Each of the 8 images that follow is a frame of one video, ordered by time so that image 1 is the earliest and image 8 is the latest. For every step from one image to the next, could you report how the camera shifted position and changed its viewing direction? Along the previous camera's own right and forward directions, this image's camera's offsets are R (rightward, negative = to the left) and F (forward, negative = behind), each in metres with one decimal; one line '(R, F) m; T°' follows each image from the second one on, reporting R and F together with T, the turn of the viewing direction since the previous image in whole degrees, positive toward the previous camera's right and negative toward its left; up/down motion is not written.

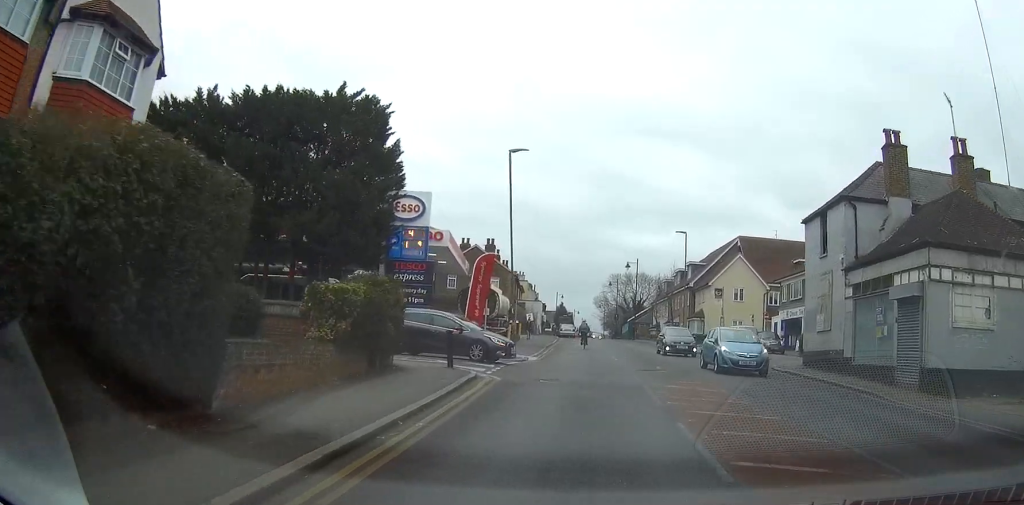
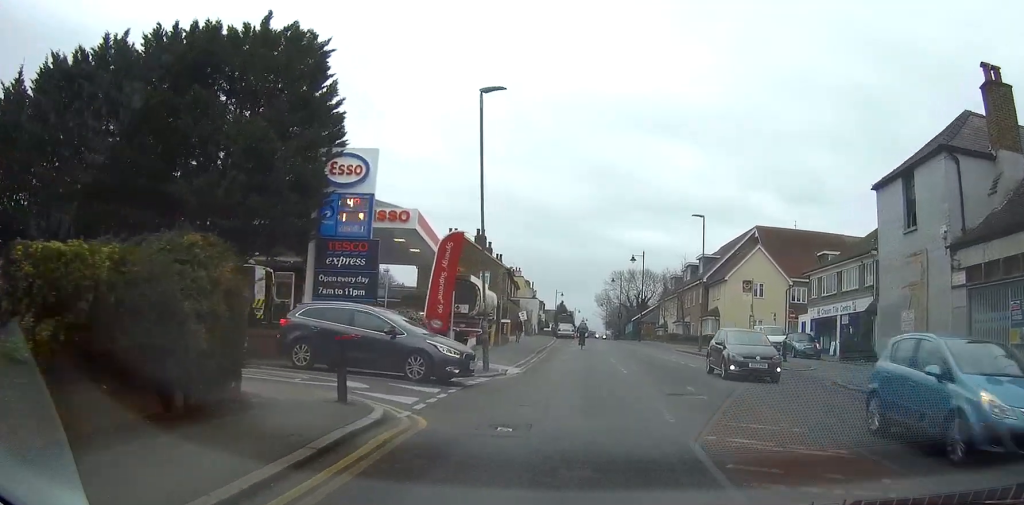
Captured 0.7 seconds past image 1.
(0.0, +7.5) m; +1°
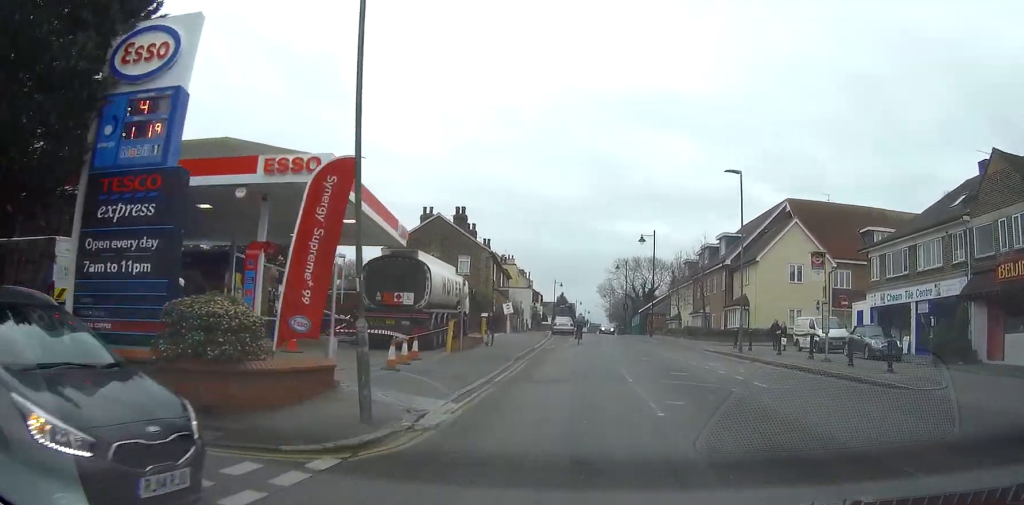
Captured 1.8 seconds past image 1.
(+0.2, +11.2) m; 0°
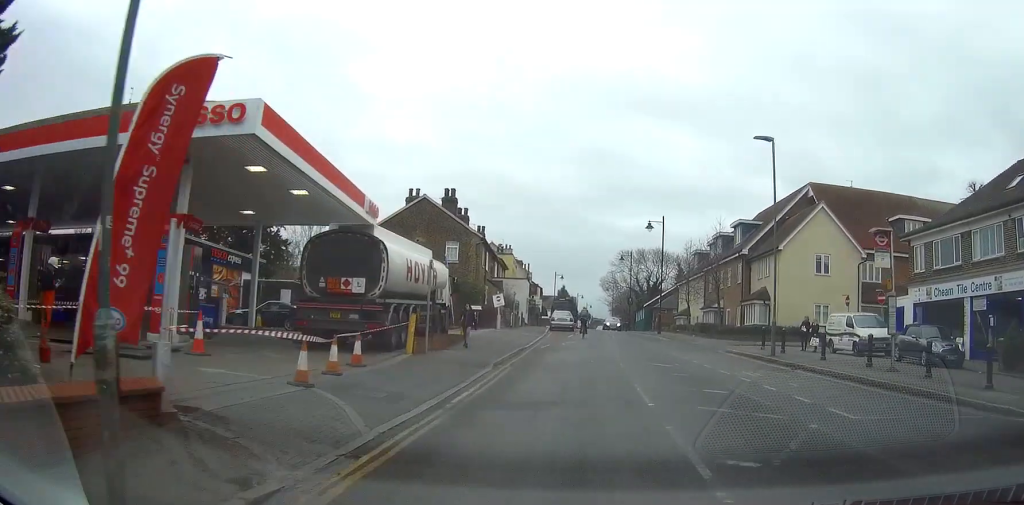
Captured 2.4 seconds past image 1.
(0.0, +5.6) m; 0°
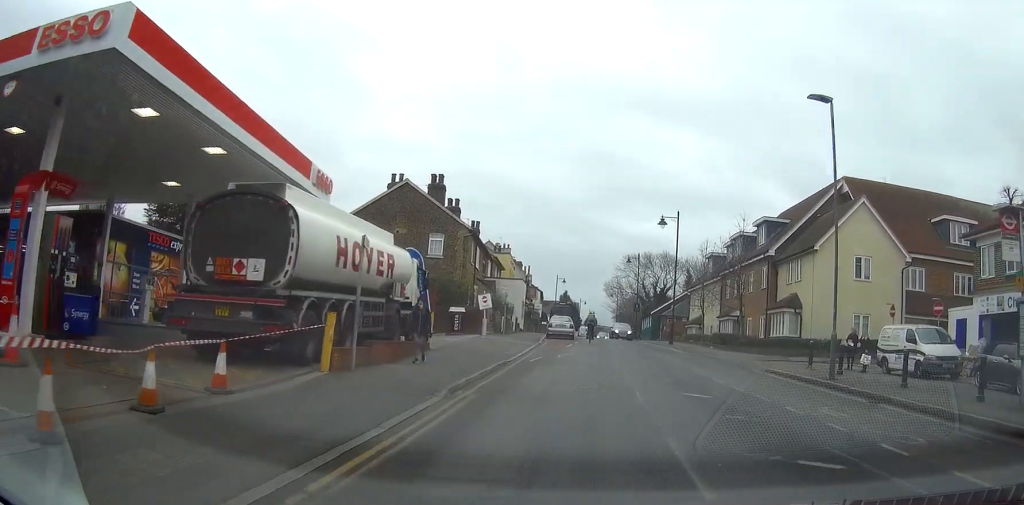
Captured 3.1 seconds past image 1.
(0.0, +6.5) m; 0°
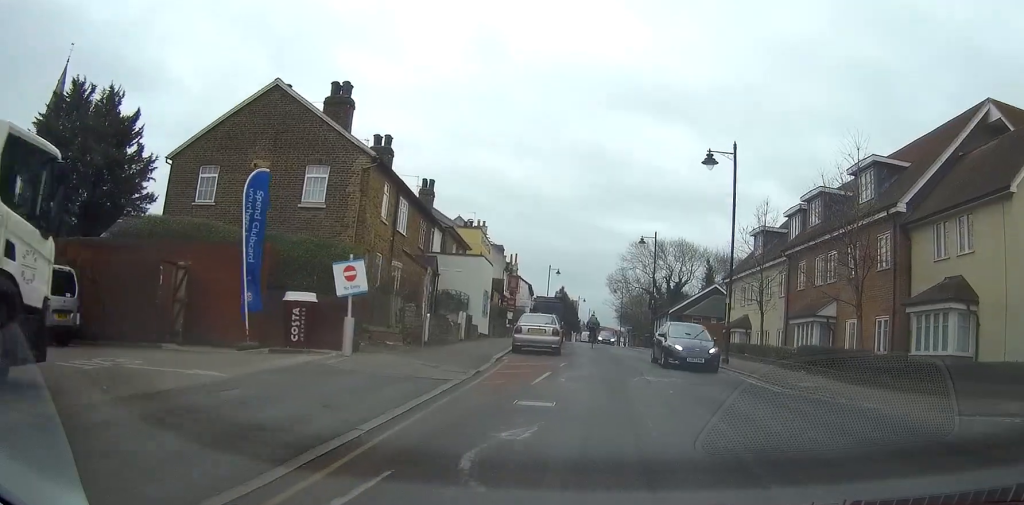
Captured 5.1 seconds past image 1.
(+0.1, +19.3) m; 0°
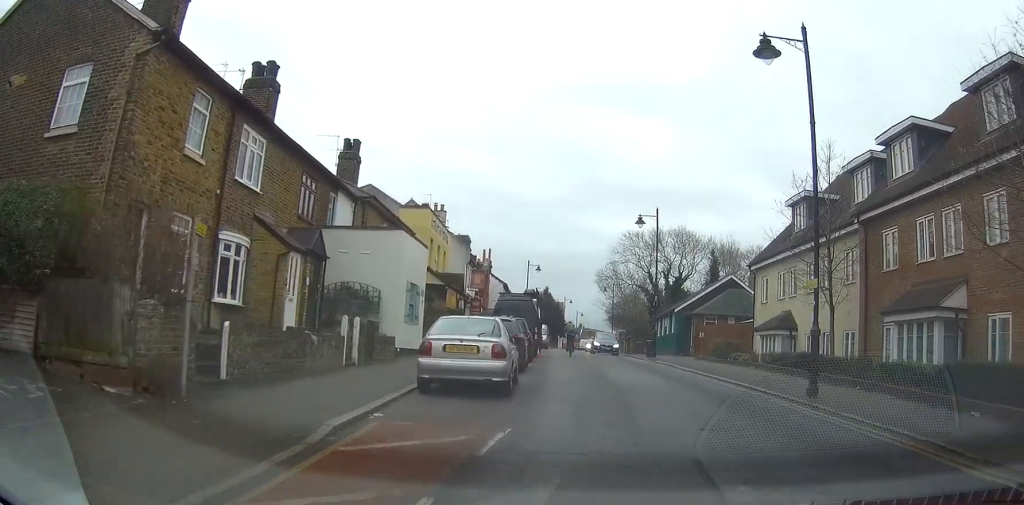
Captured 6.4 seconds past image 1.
(-0.1, +12.5) m; -2°
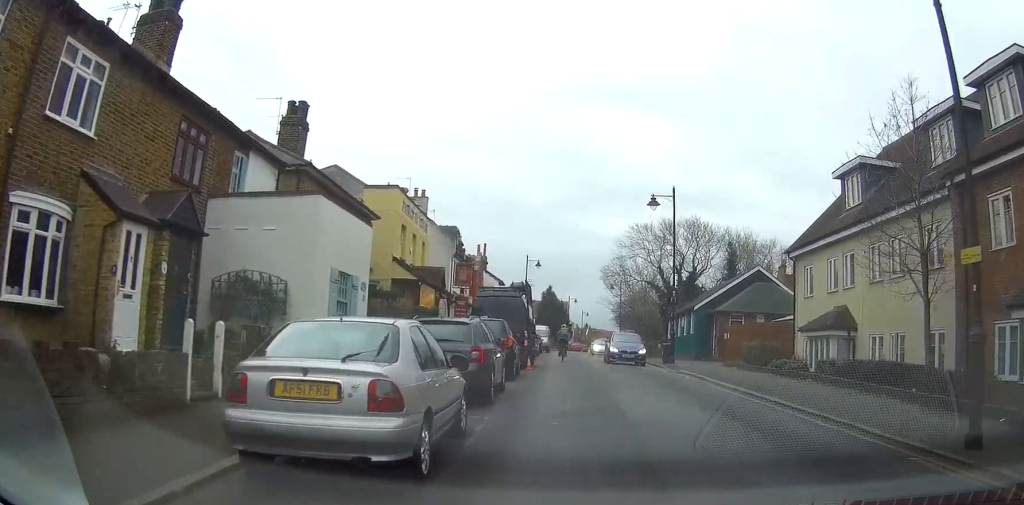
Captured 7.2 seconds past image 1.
(-0.1, +7.0) m; -2°
